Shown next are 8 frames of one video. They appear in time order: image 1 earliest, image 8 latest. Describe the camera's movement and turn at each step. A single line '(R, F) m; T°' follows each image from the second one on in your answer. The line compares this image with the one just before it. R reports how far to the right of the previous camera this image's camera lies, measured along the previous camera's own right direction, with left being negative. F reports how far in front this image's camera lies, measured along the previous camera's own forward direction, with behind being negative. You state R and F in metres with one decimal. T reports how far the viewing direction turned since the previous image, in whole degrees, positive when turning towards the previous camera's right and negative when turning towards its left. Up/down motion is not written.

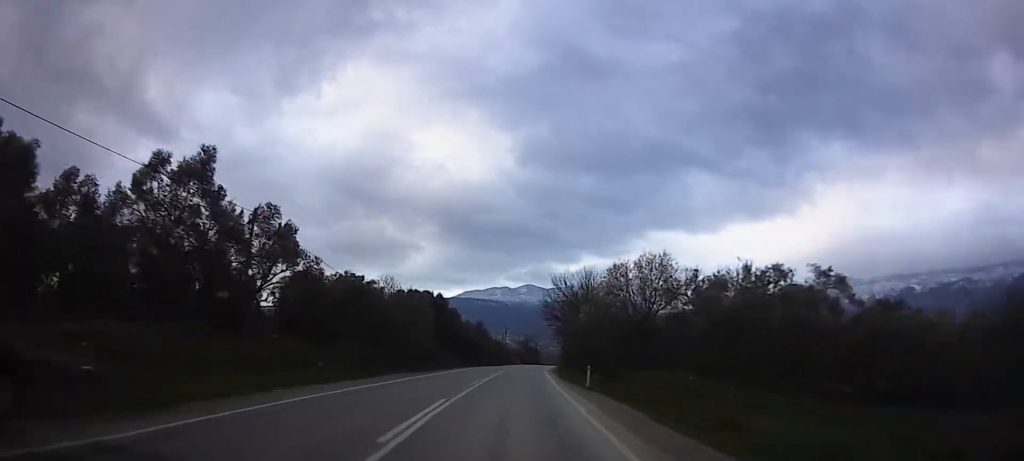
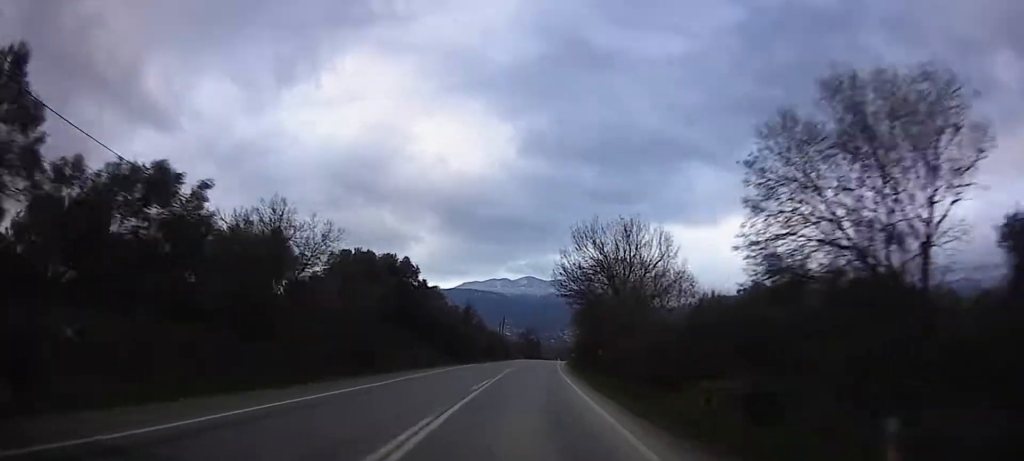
(0.0, +21.4) m; +1°
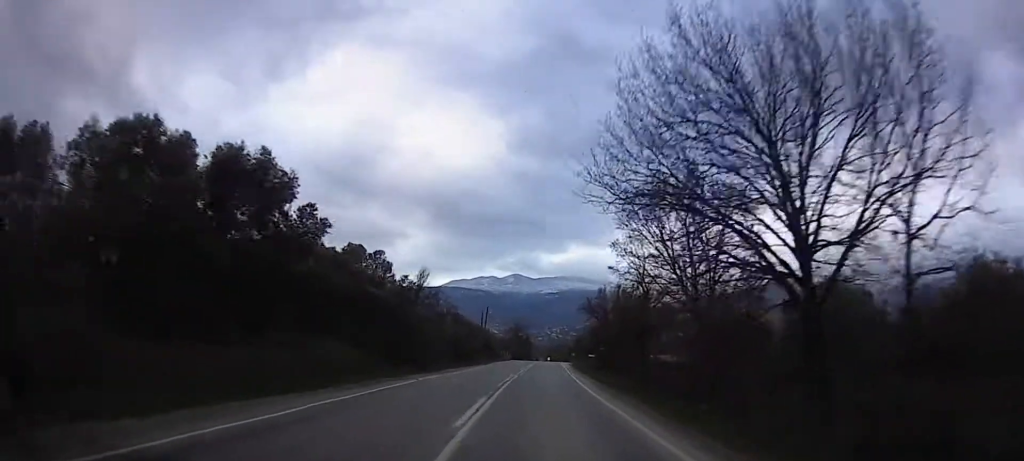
(+0.6, +24.9) m; +2°
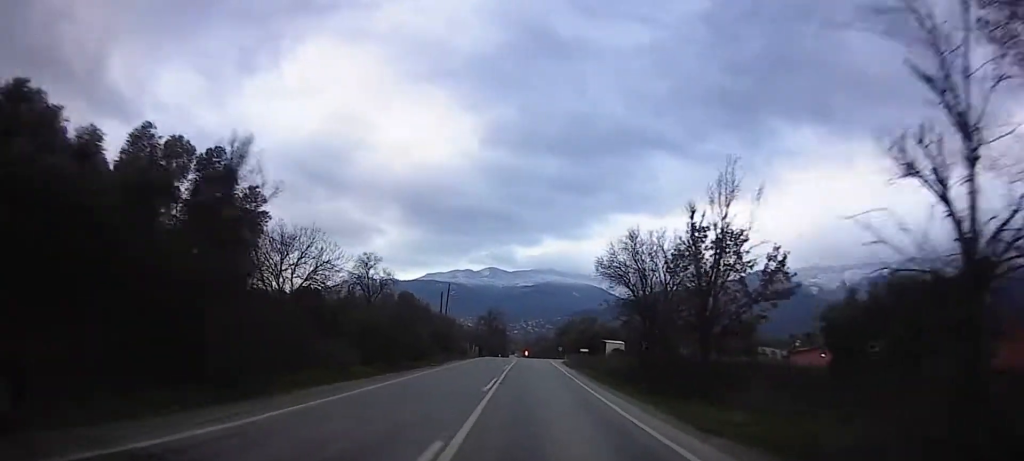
(+0.1, +23.4) m; 0°
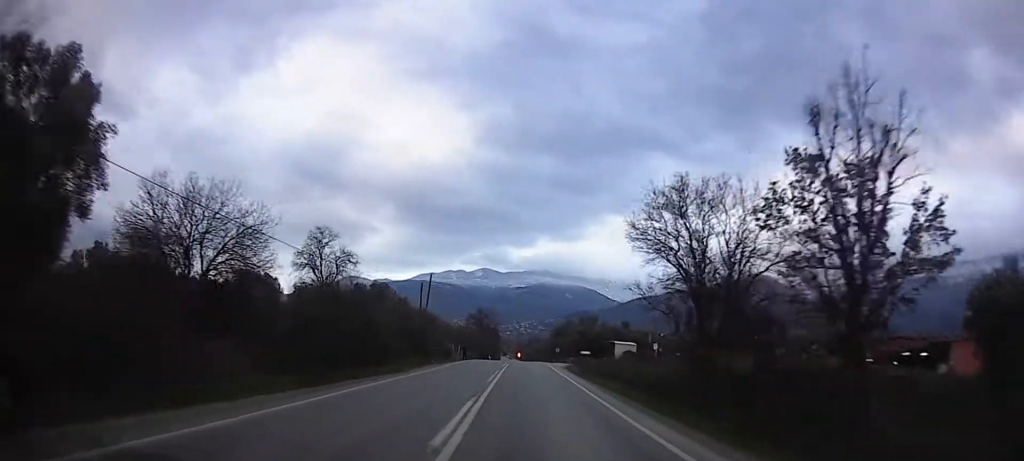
(0.0, +9.7) m; +1°
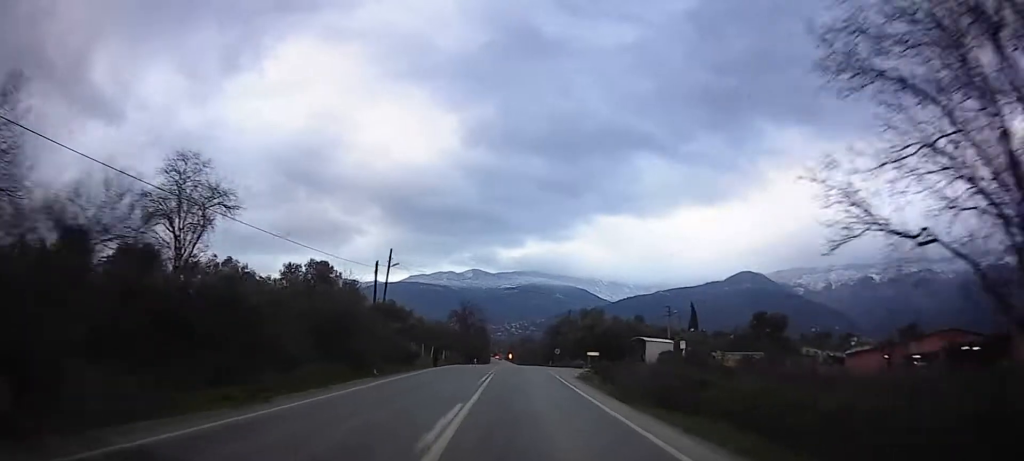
(0.0, +15.1) m; +2°
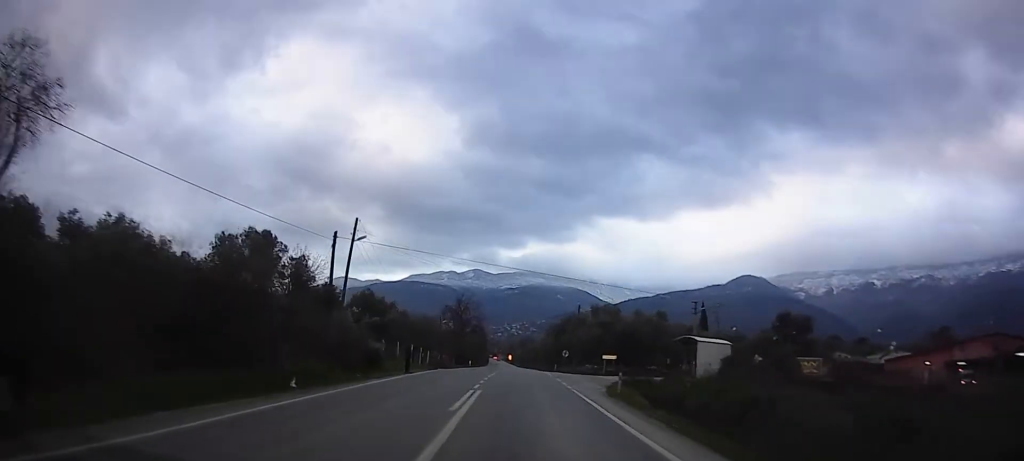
(+0.5, +10.0) m; 0°
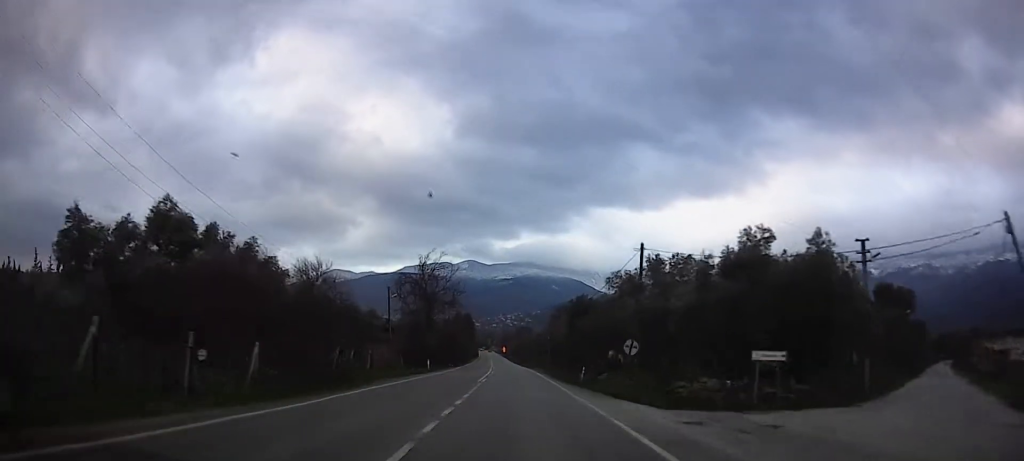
(-0.9, +31.6) m; -3°
